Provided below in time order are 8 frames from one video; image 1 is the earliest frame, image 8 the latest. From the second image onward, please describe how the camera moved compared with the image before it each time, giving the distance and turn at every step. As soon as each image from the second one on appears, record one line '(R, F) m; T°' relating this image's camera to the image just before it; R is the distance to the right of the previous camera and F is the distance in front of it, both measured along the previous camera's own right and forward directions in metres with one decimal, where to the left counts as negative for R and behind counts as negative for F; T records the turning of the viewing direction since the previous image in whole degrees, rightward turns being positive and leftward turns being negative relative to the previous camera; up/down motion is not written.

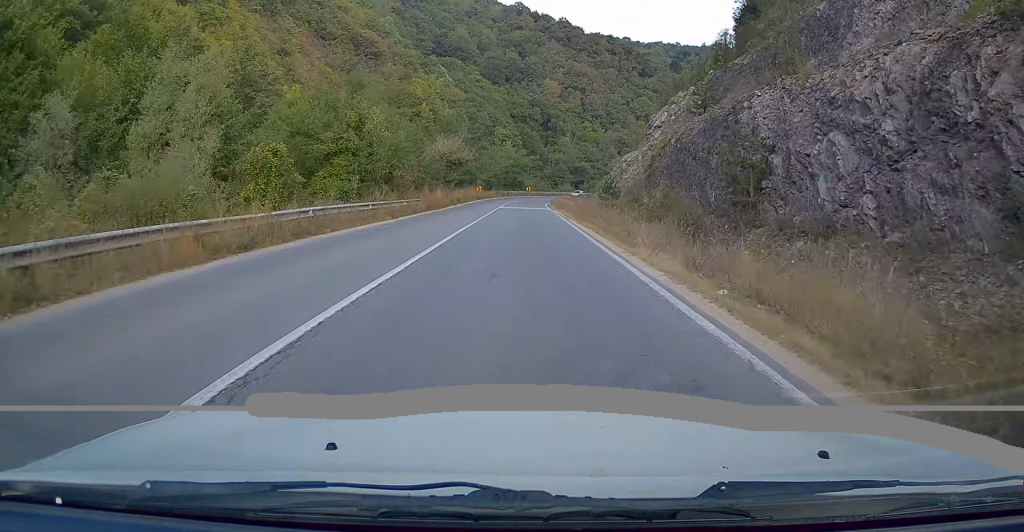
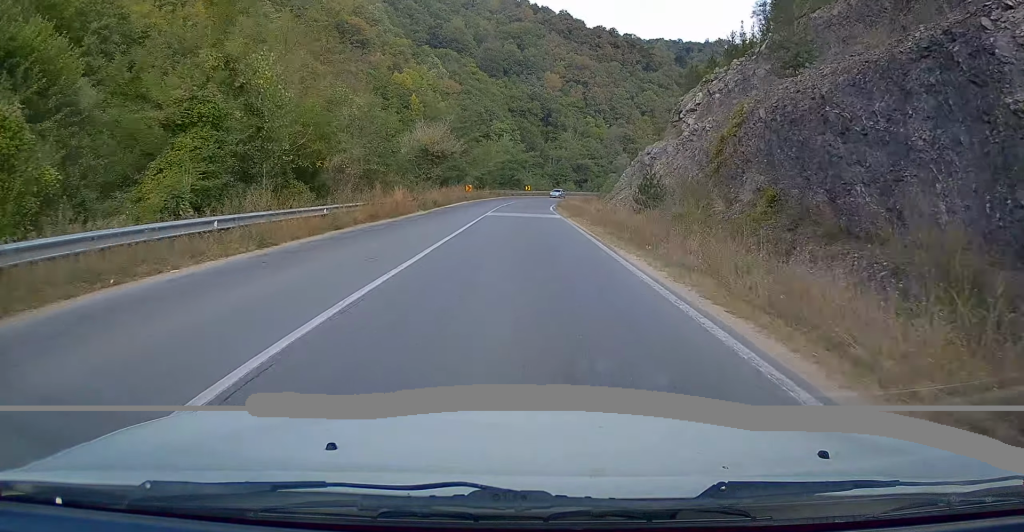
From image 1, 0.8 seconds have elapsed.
(+0.3, +14.6) m; +1°
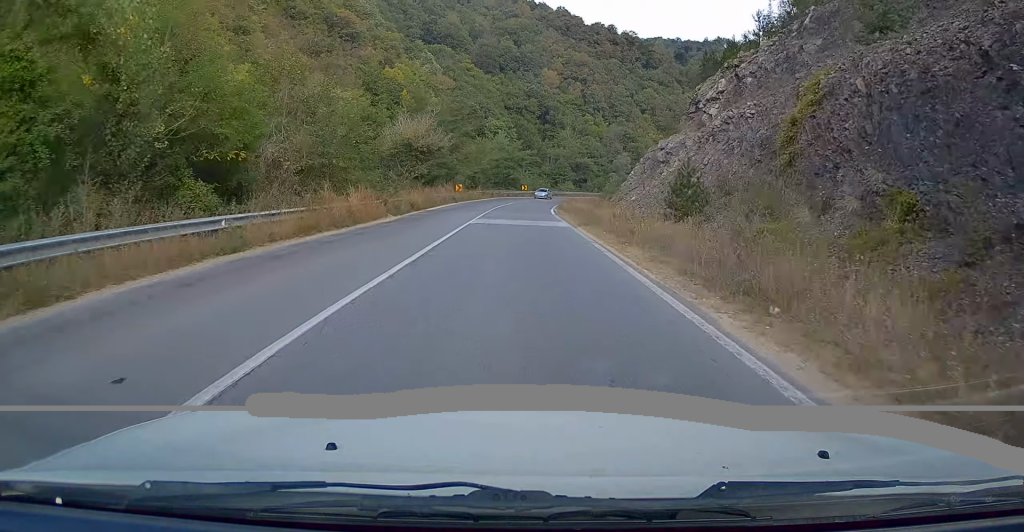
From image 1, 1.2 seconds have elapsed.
(0.0, +7.5) m; 0°
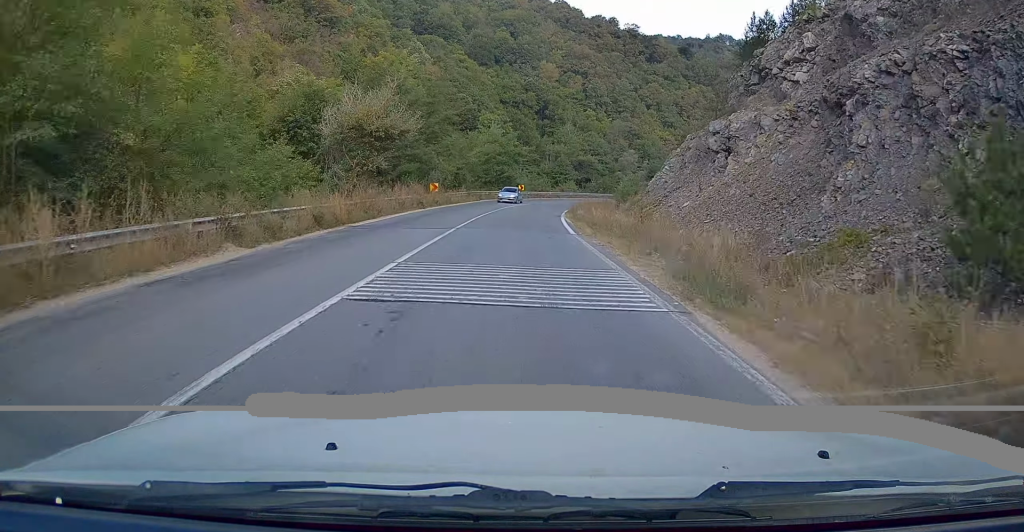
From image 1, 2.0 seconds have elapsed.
(-0.1, +16.2) m; -1°
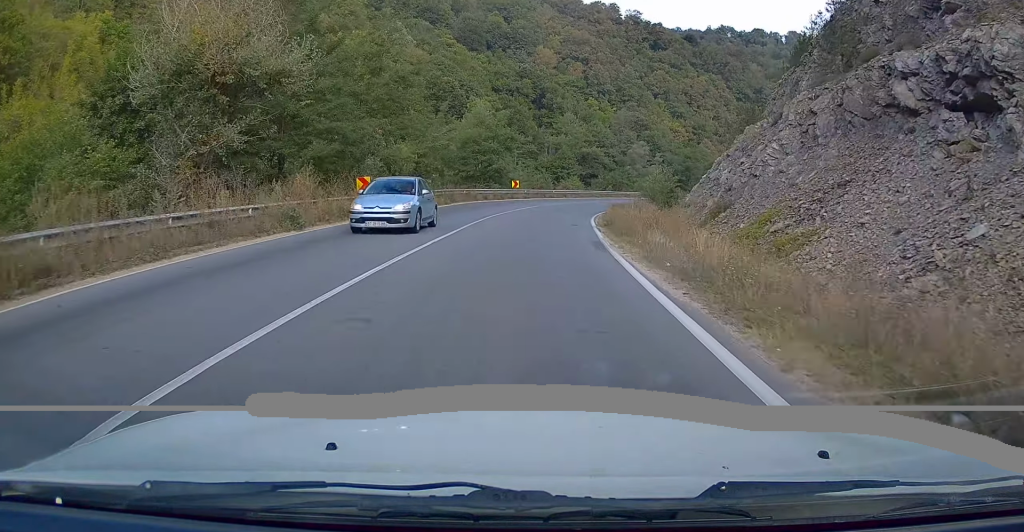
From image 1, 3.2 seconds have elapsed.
(-0.2, +20.8) m; 0°
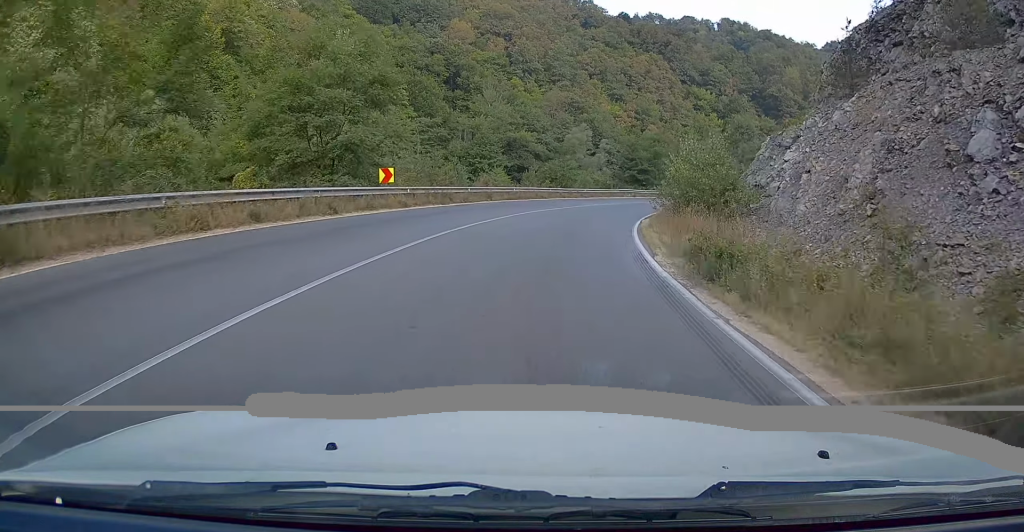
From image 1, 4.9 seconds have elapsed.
(+0.8, +32.2) m; +4°
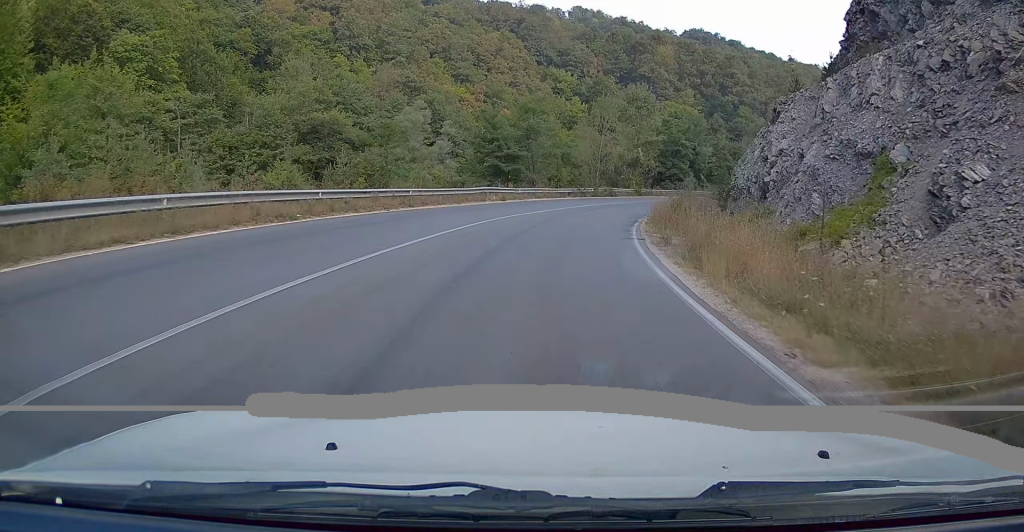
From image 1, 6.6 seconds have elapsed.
(+2.0, +30.0) m; +10°
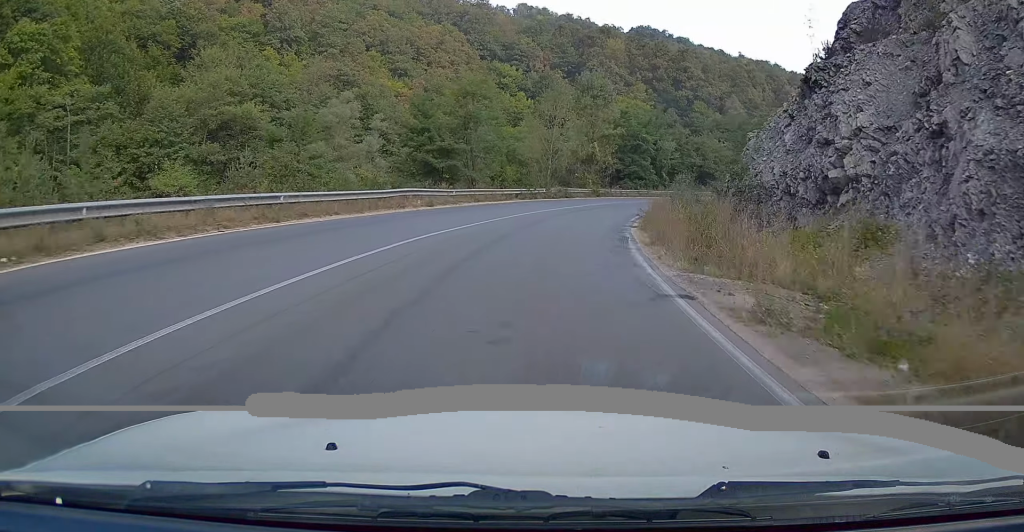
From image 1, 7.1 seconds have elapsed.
(+0.4, +9.5) m; +5°
